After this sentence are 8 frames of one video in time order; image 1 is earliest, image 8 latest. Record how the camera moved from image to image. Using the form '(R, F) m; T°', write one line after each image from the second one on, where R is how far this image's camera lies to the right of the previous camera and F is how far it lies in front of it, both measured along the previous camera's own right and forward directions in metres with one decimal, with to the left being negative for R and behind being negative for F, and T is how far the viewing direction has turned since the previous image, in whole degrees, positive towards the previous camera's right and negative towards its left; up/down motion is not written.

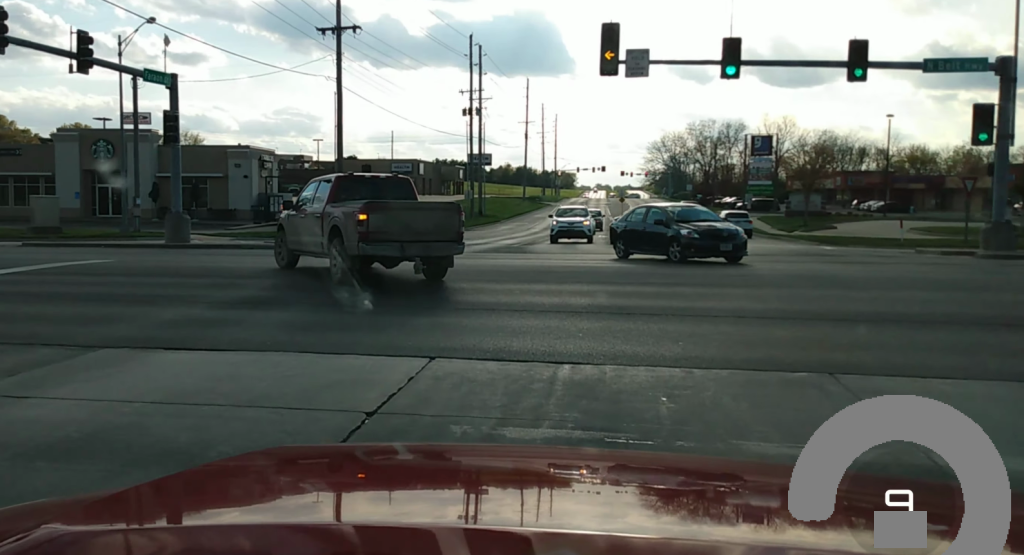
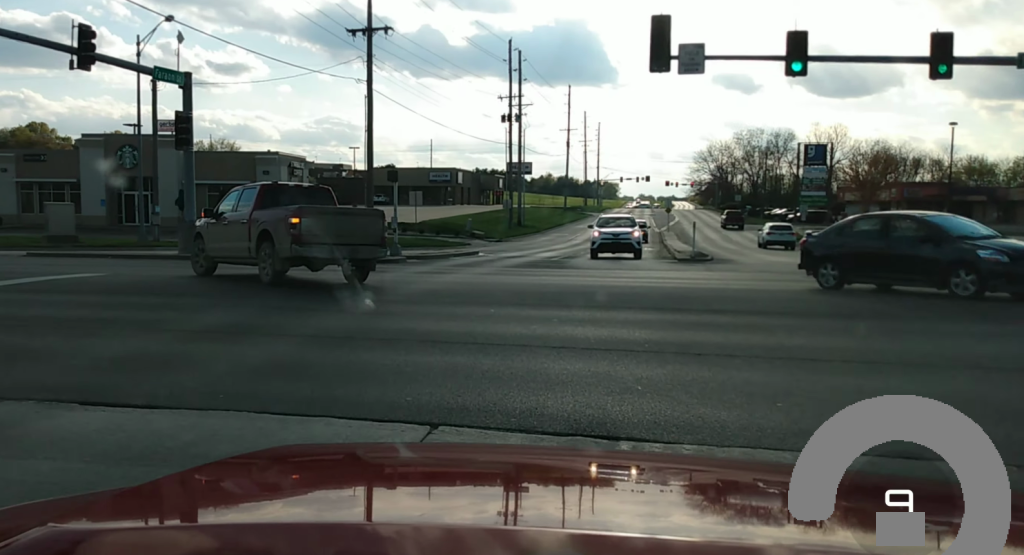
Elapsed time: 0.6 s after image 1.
(+0.2, +2.5) m; -6°
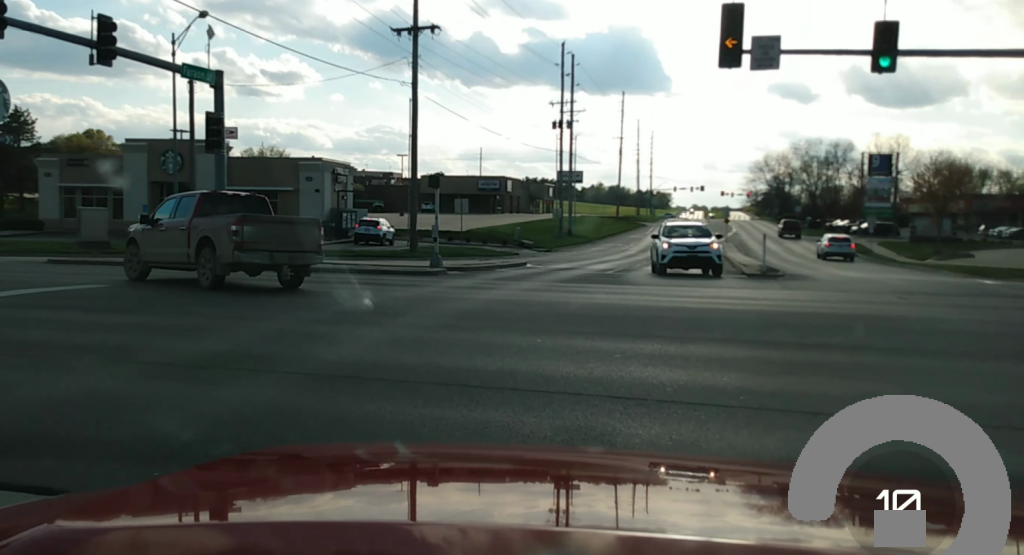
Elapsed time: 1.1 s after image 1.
(-0.2, +2.3) m; -5°
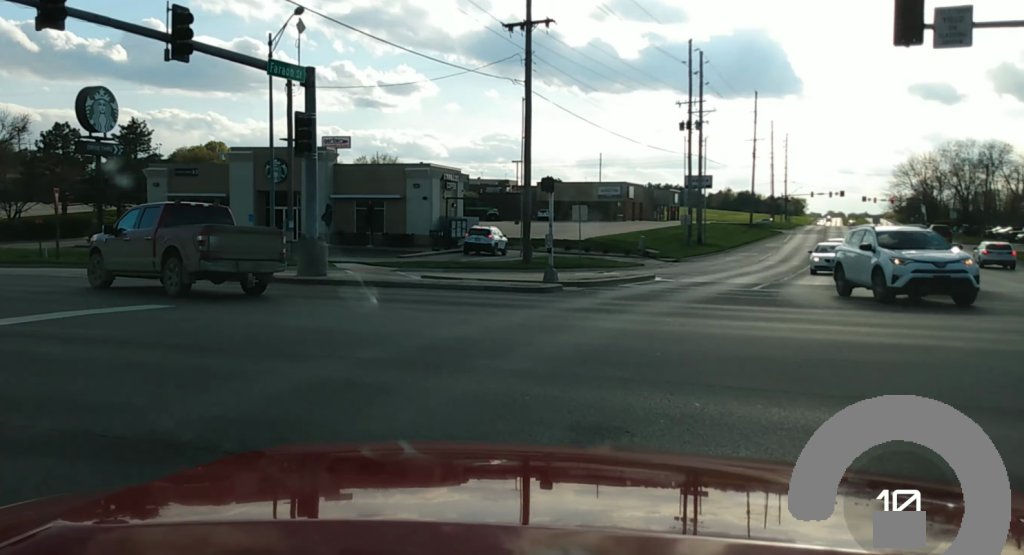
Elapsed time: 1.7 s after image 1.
(-0.4, +2.9) m; -7°
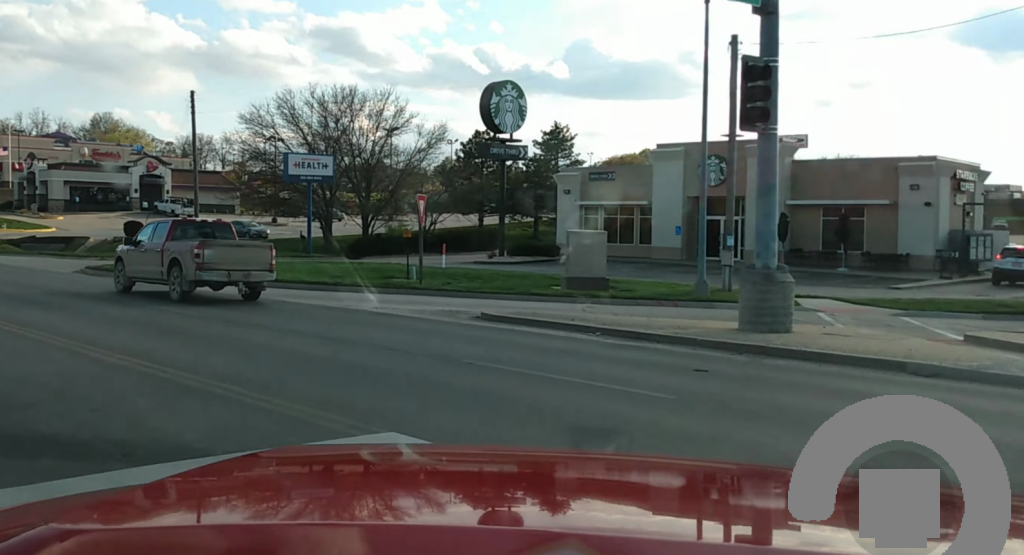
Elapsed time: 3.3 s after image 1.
(-0.1, +9.5) m; -9°
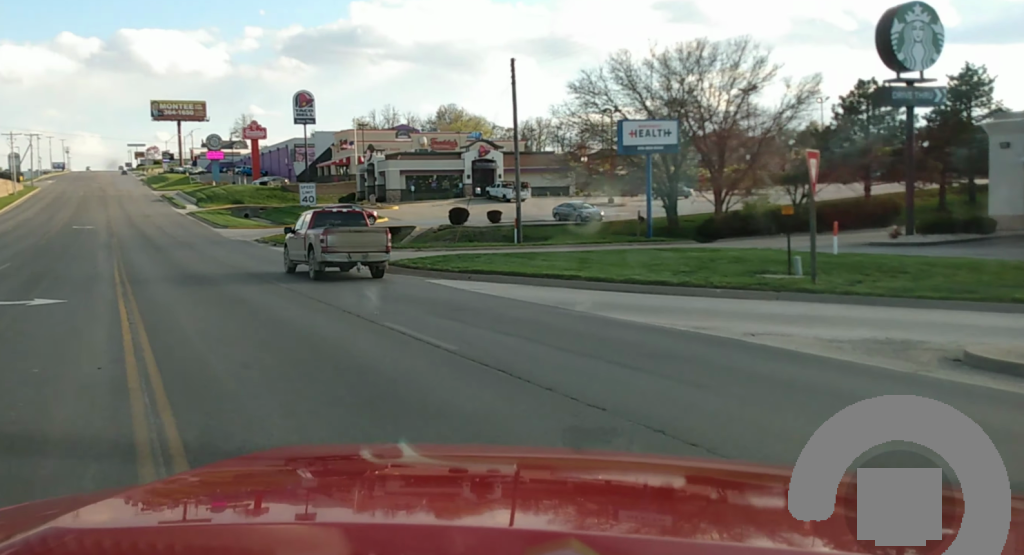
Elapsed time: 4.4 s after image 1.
(-1.2, +7.1) m; -25°
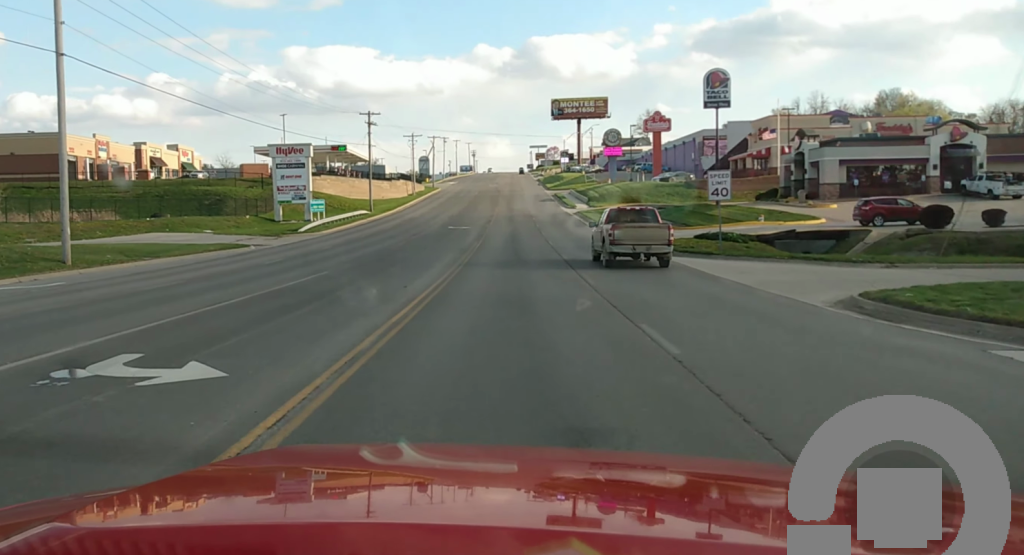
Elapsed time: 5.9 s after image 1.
(-3.4, +11.5) m; -22°
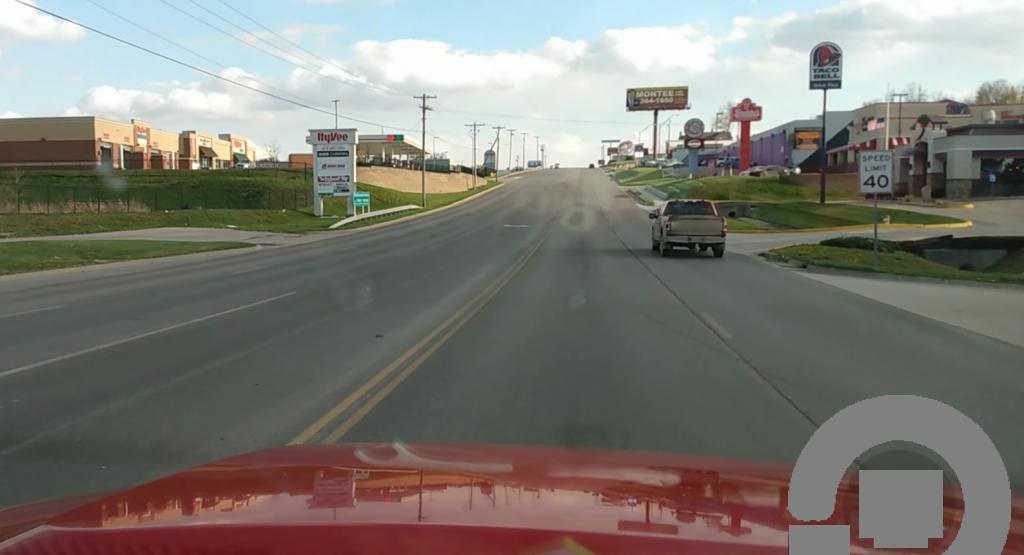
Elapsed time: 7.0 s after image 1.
(-0.1, +11.1) m; -3°
